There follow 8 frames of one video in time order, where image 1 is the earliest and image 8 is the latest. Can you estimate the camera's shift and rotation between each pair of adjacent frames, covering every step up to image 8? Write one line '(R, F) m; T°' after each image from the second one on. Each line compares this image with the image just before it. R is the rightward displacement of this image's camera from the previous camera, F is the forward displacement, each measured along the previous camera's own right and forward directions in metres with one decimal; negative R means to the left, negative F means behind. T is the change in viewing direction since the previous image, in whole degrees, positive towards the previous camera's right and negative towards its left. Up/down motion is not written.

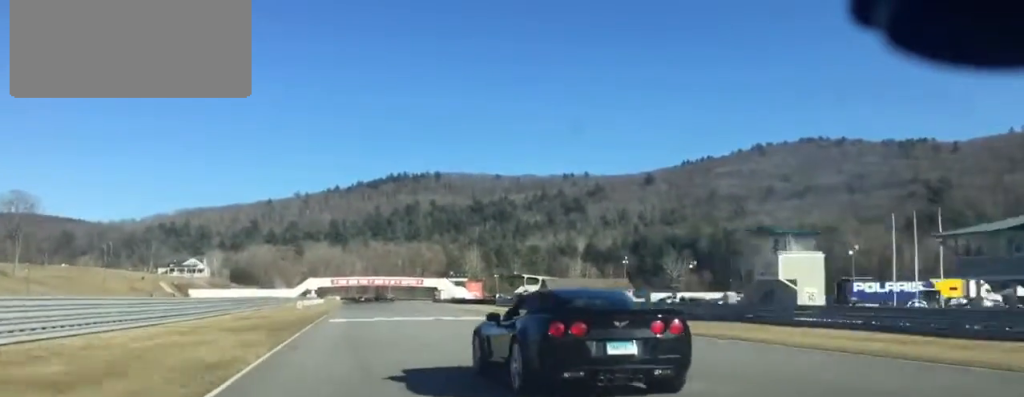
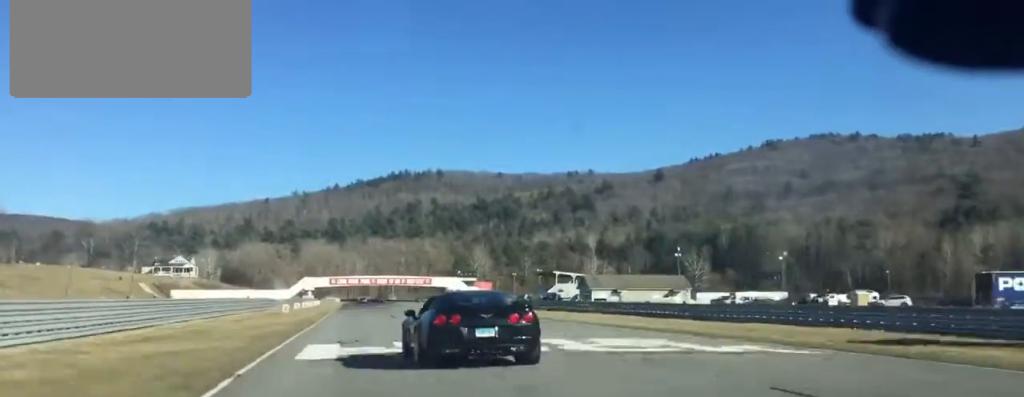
(+0.2, +25.5) m; 0°
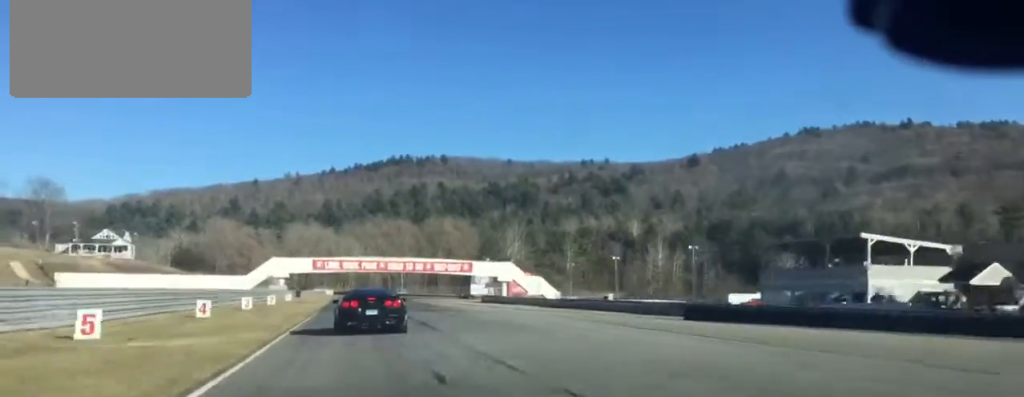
(+0.3, +89.9) m; 0°
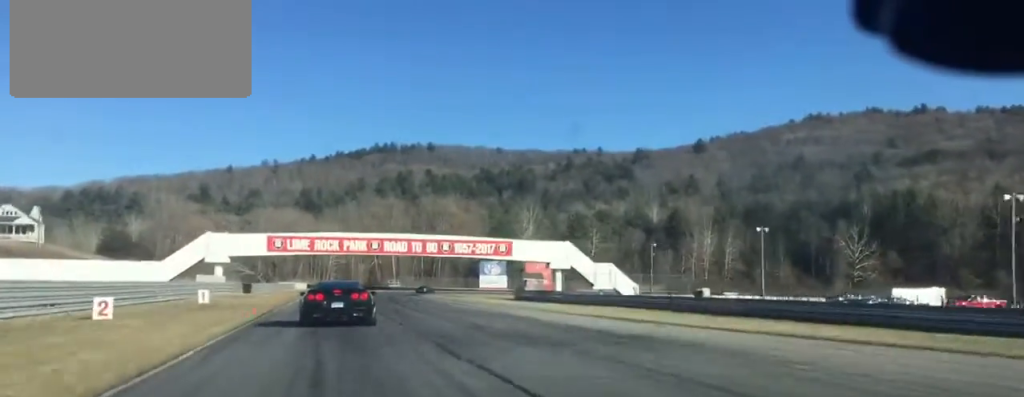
(+0.2, +50.9) m; 0°
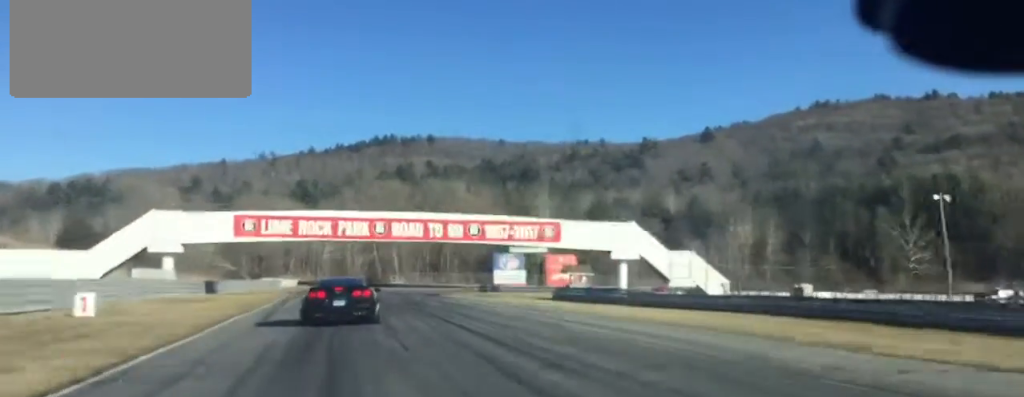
(-0.2, +25.9) m; 0°
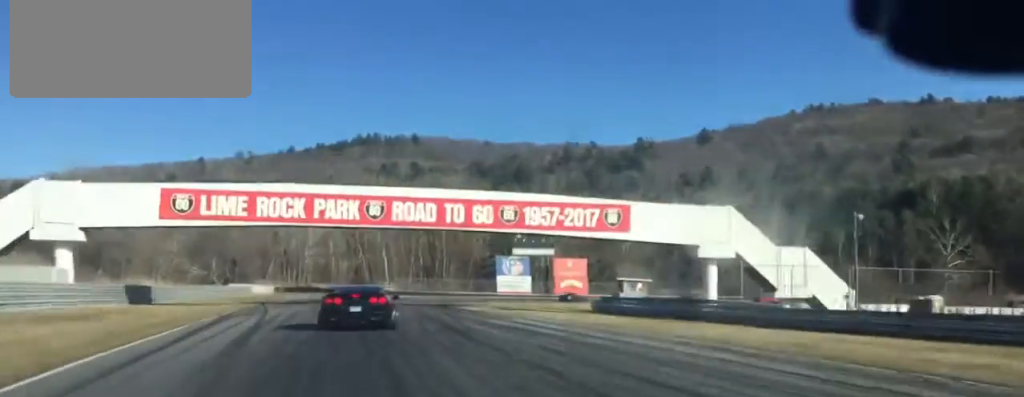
(+0.4, +22.8) m; +1°
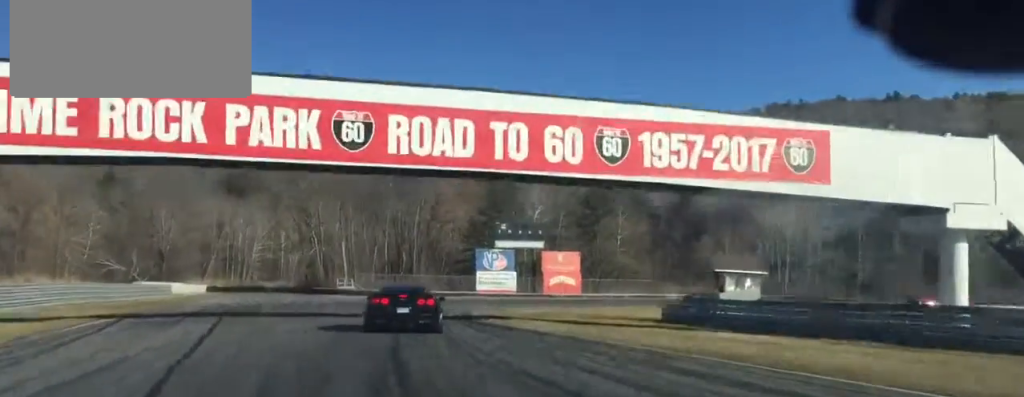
(+0.4, +27.0) m; +4°
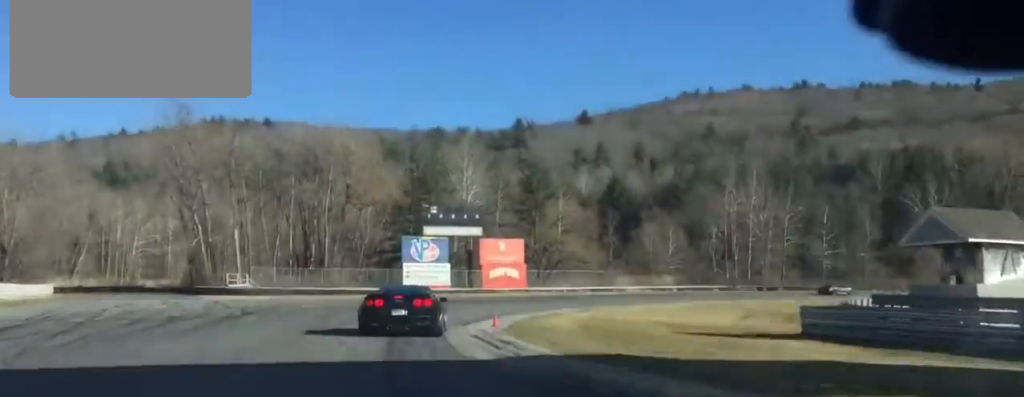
(+0.6, +25.2) m; +7°
